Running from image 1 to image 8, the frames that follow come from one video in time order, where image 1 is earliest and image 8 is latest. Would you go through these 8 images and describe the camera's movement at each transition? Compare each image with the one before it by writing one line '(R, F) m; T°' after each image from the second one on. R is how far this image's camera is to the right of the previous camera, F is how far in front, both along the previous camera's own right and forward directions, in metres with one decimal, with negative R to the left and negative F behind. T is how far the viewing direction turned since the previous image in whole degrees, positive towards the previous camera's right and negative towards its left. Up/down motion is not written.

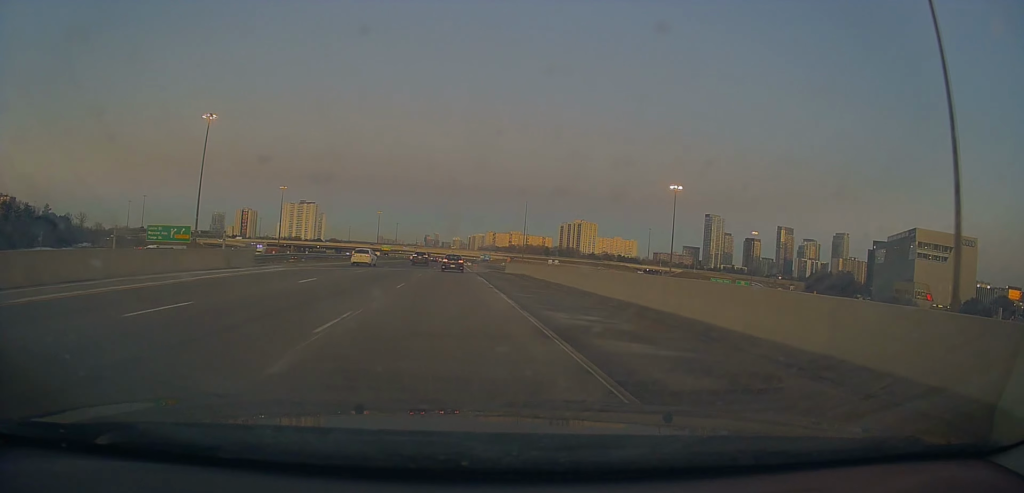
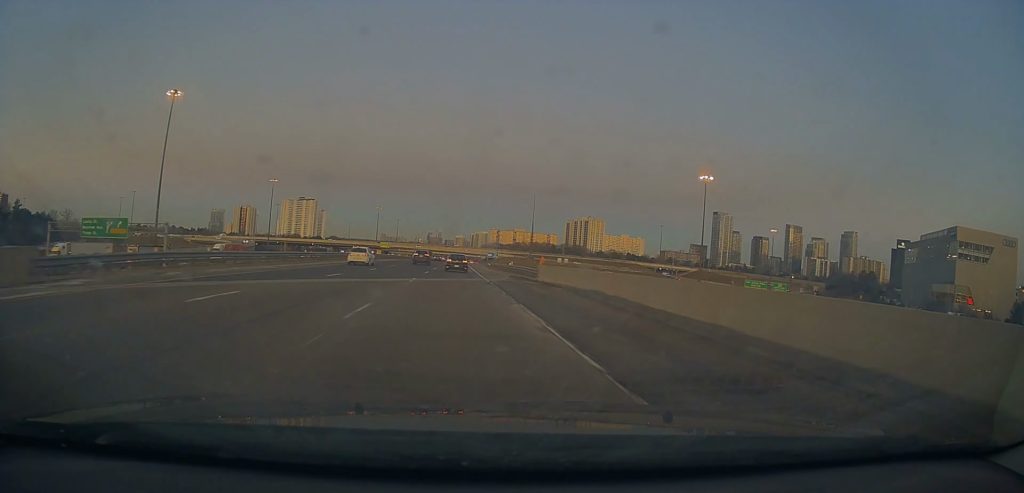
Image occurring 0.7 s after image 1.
(0.0, +21.3) m; -1°
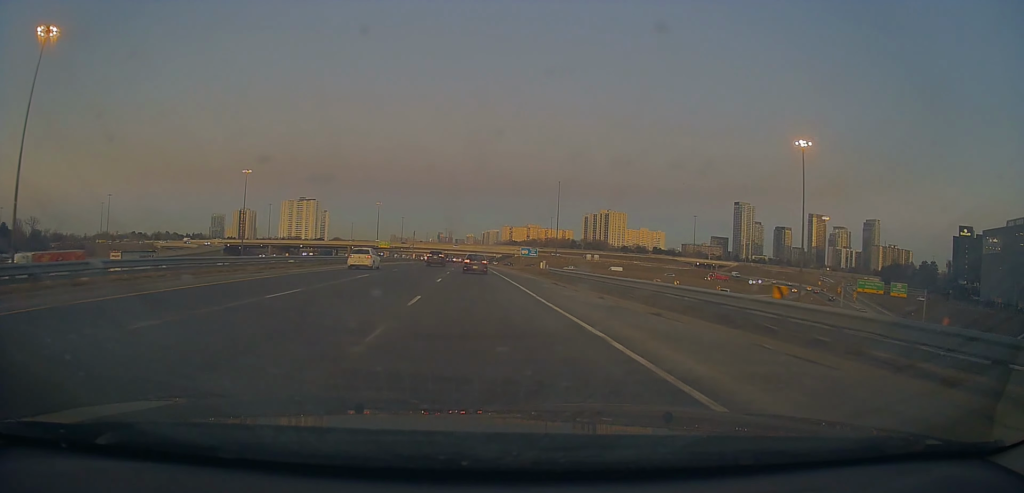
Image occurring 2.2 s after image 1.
(-0.7, +47.0) m; -2°
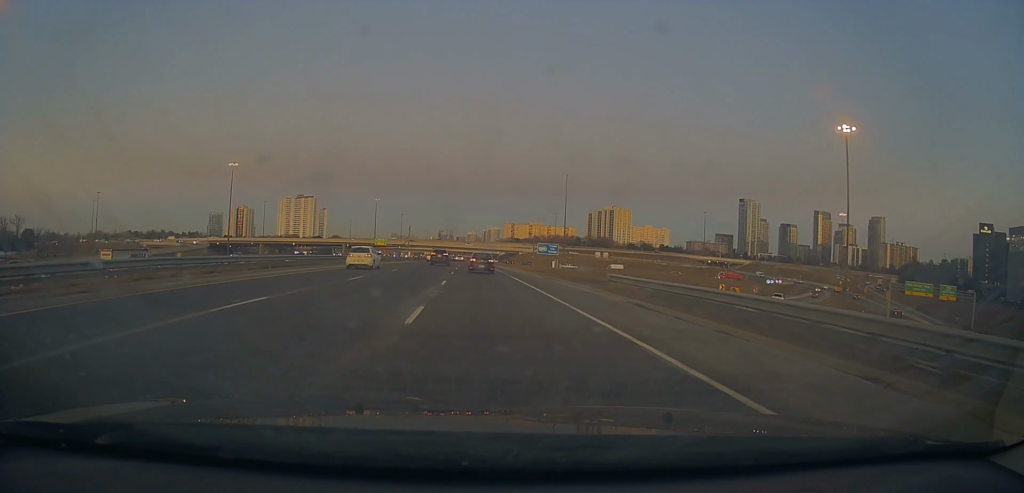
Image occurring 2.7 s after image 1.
(+0.1, +15.6) m; 0°
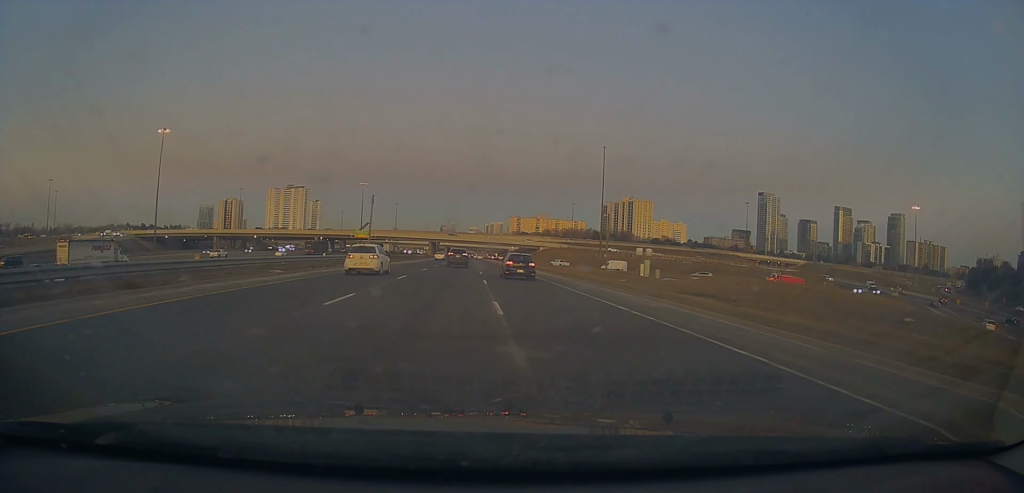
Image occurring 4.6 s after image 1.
(-0.3, +58.4) m; 0°
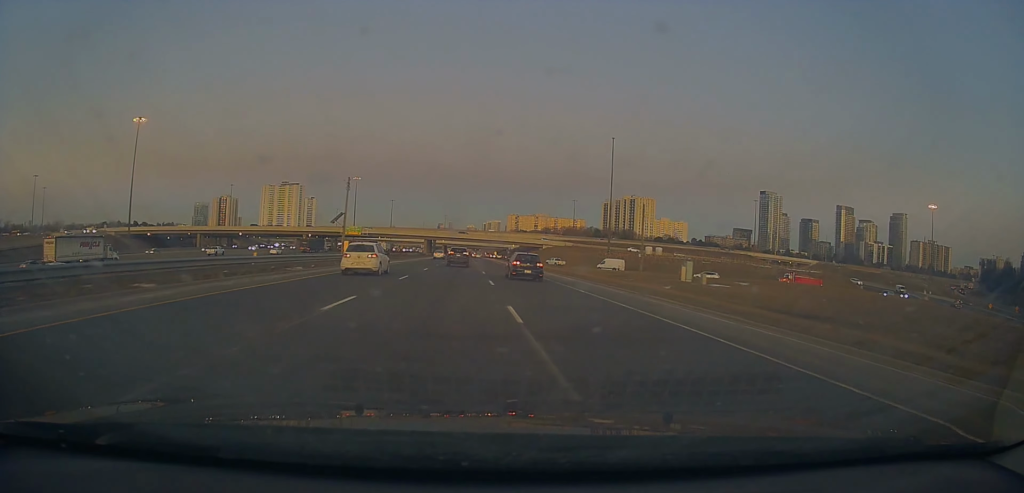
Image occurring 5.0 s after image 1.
(+0.3, +13.9) m; 0°
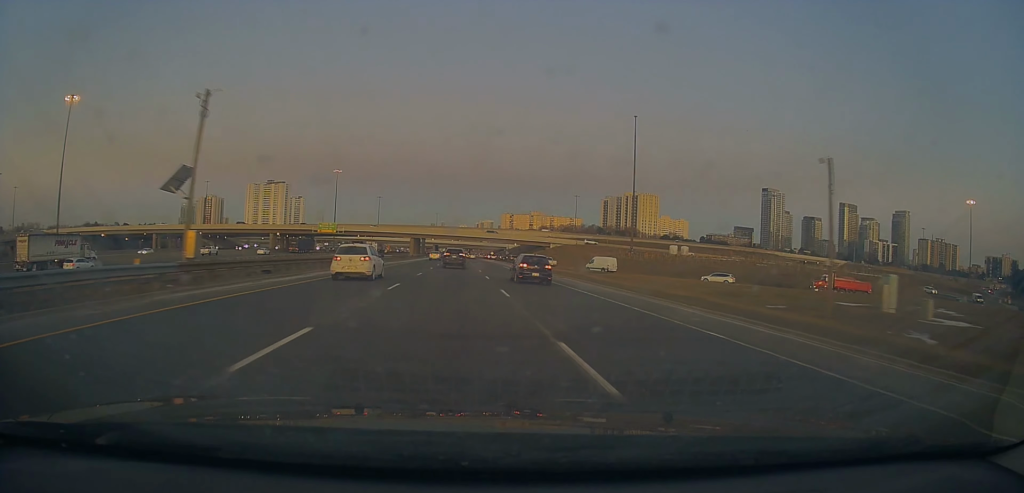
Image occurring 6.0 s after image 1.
(-0.7, +30.6) m; 0°
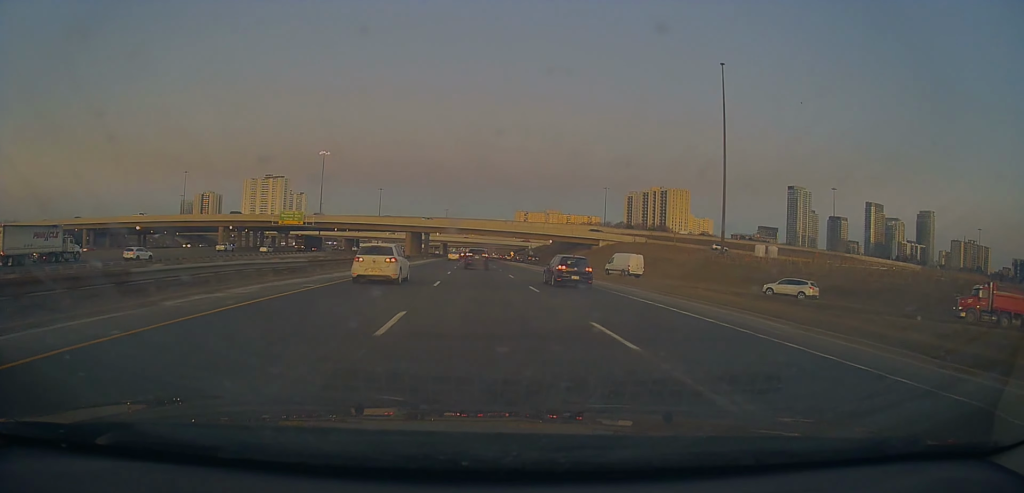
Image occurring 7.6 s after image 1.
(+1.3, +46.2) m; +2°
